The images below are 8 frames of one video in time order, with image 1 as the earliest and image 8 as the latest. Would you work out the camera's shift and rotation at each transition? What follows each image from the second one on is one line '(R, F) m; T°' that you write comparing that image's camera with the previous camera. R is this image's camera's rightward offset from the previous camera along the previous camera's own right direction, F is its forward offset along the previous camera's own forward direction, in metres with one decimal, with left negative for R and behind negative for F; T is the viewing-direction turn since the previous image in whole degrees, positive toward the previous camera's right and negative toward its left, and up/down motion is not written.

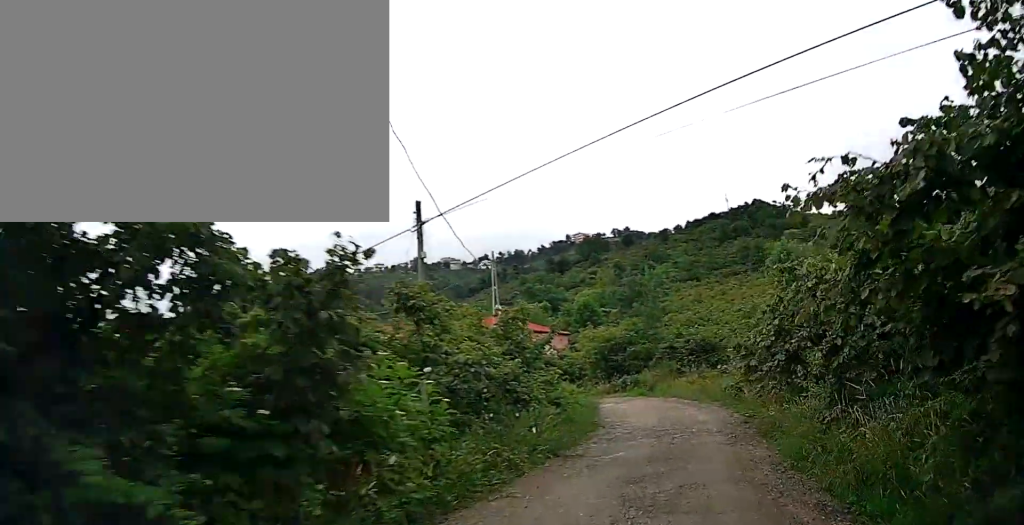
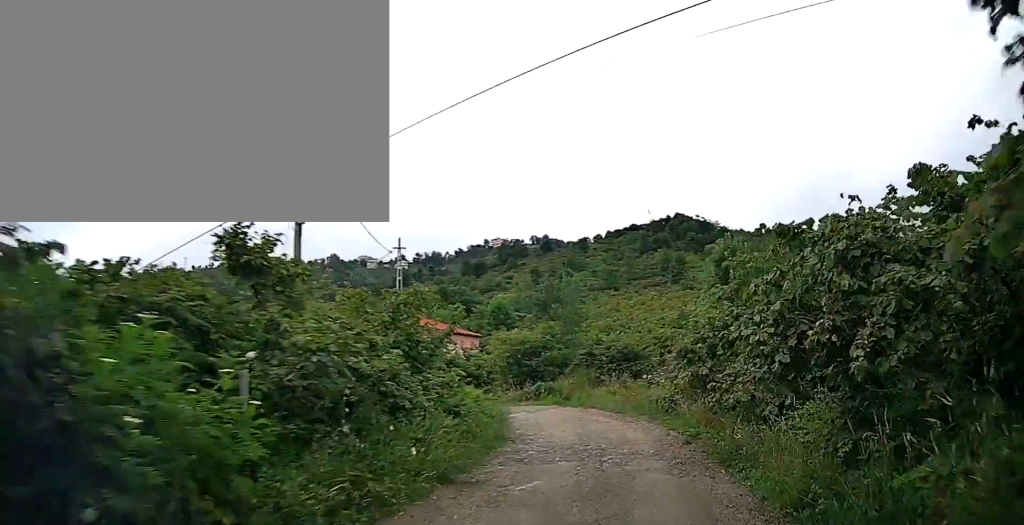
(+0.2, +2.9) m; +7°
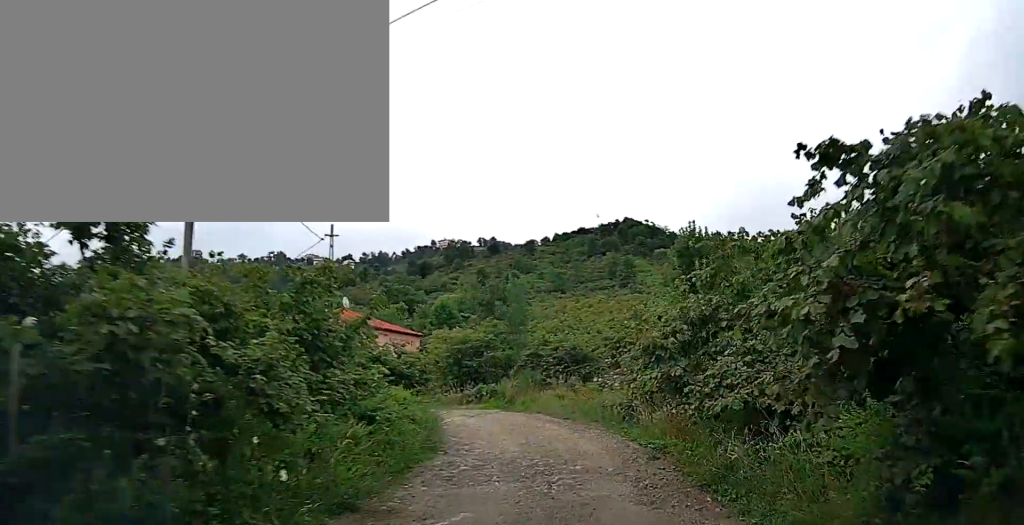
(+0.2, +2.2) m; +3°
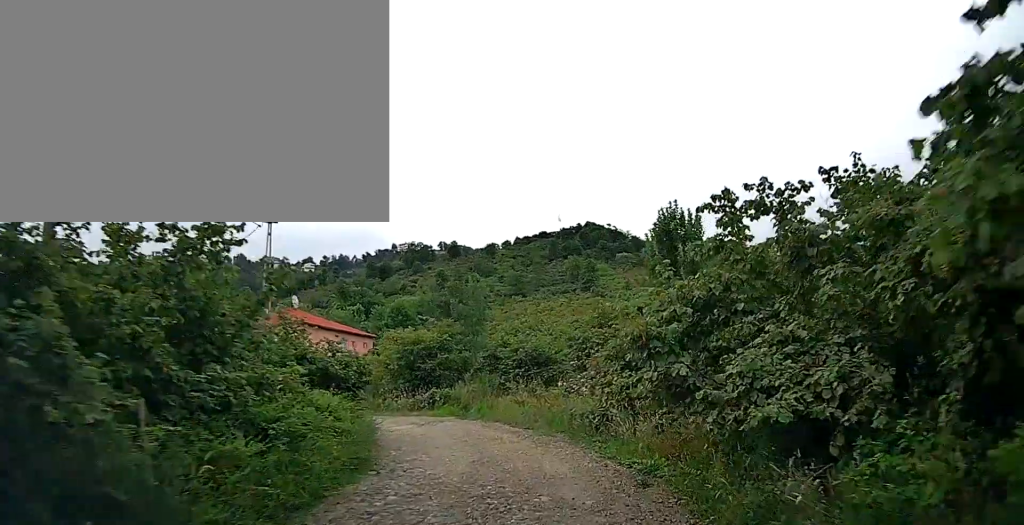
(+0.1, +2.6) m; +3°
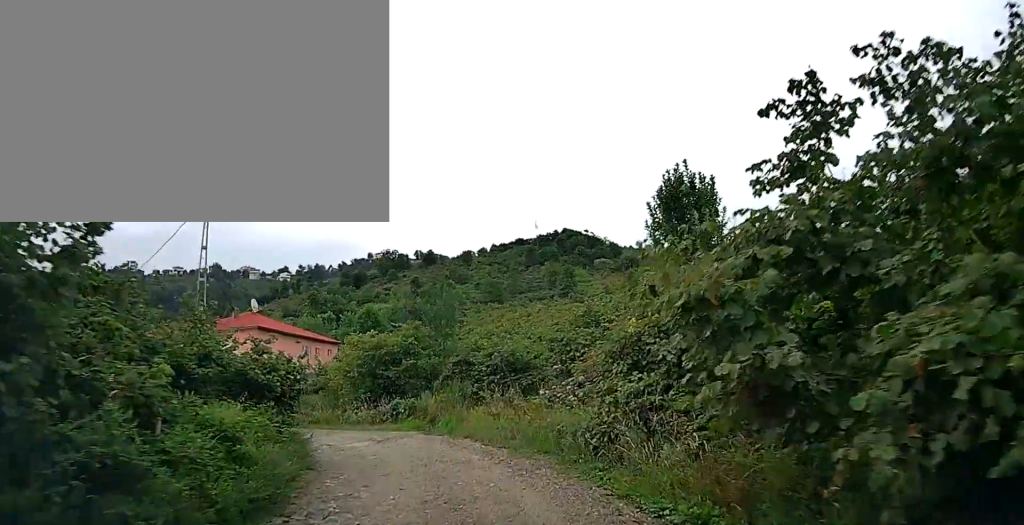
(0.0, +3.3) m; +1°
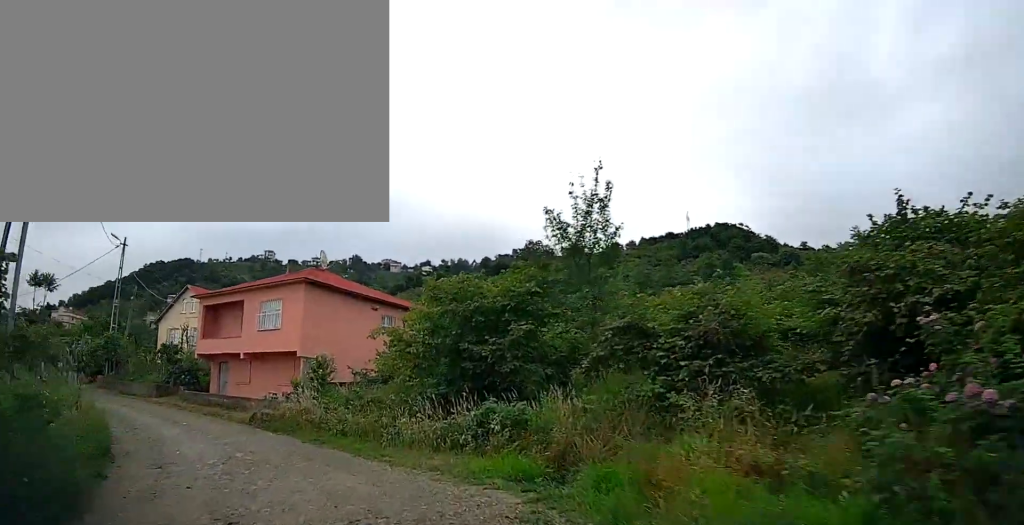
(-0.1, +13.0) m; -12°
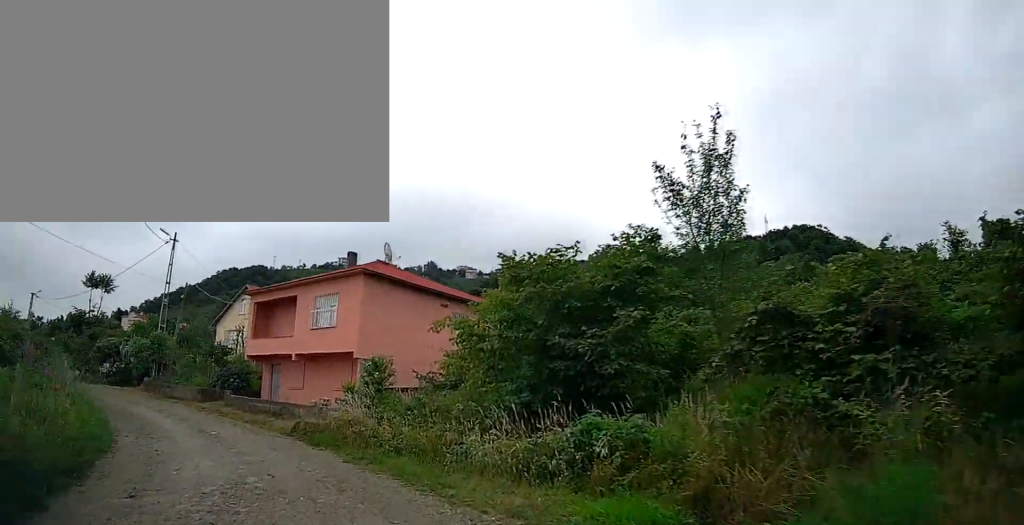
(-0.4, +3.2) m; -8°
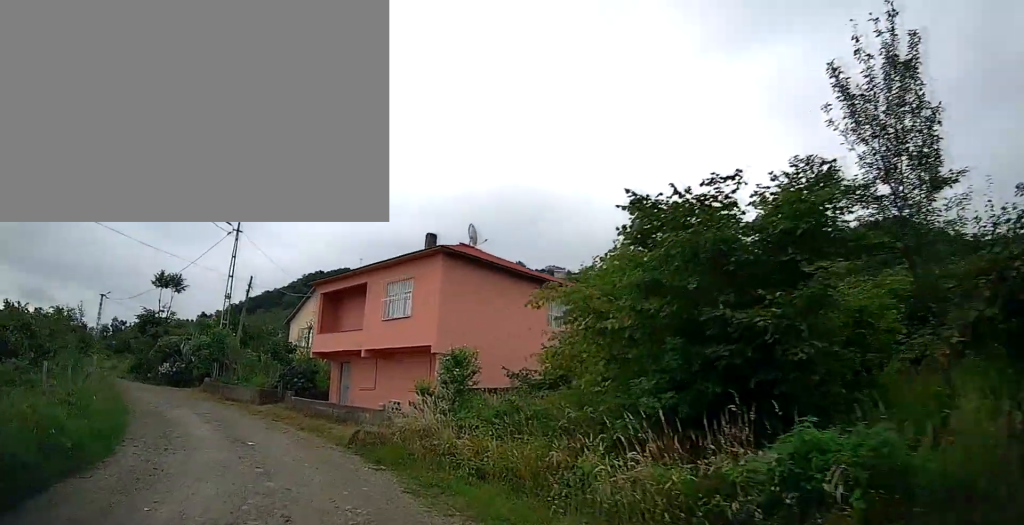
(-0.2, +3.6) m; -9°
